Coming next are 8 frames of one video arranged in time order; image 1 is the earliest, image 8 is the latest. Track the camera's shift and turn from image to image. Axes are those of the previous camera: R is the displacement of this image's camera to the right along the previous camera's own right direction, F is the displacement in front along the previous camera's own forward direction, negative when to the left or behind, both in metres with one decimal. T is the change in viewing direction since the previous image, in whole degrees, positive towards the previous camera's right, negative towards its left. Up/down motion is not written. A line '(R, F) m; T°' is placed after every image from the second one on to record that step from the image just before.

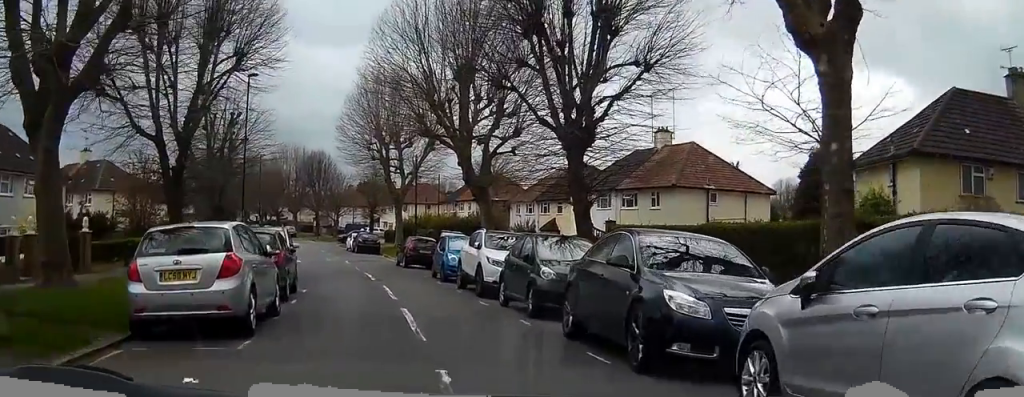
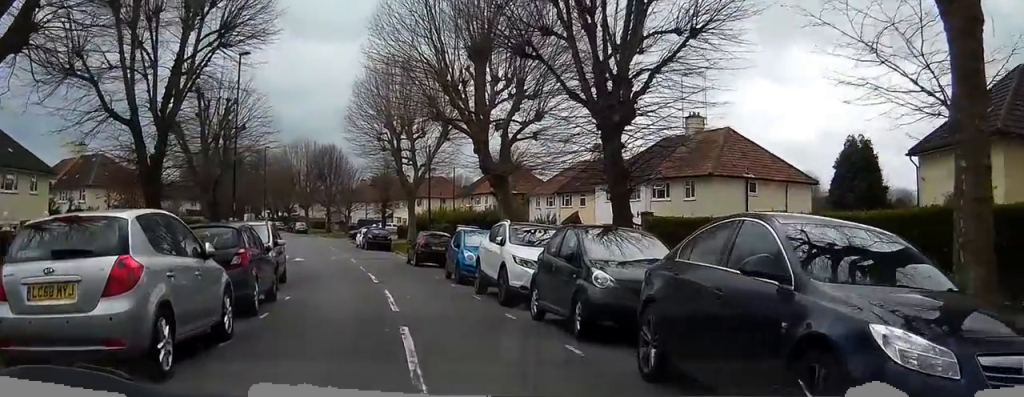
(0.0, +3.2) m; -6°
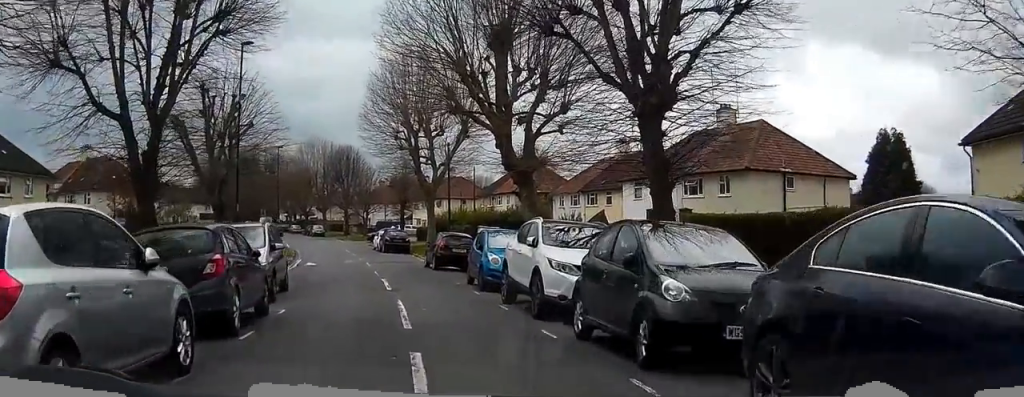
(0.0, +2.0) m; -3°
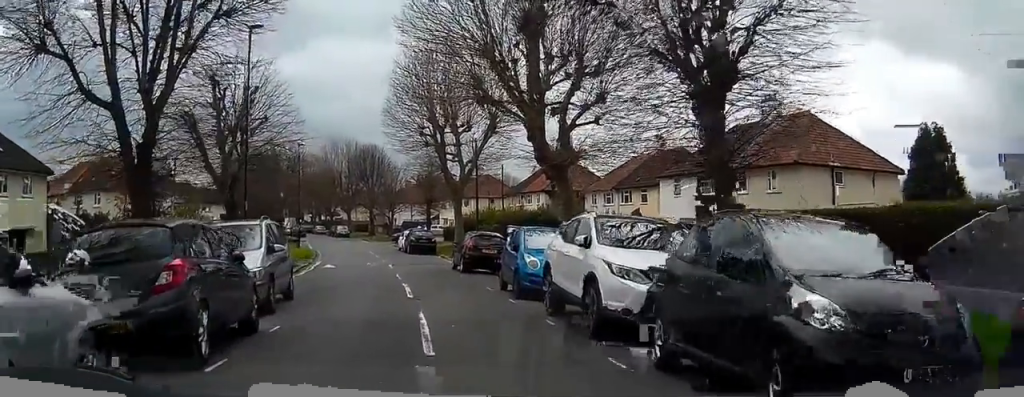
(-0.3, +2.4) m; -3°
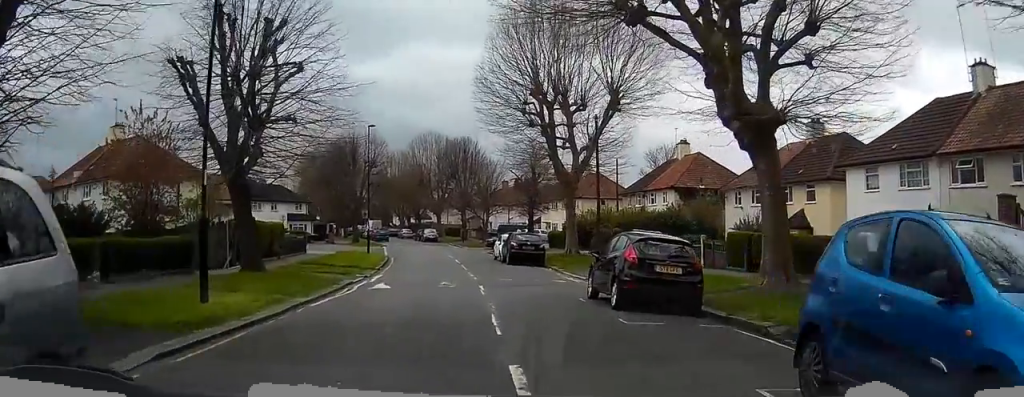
(-0.8, +11.4) m; -7°
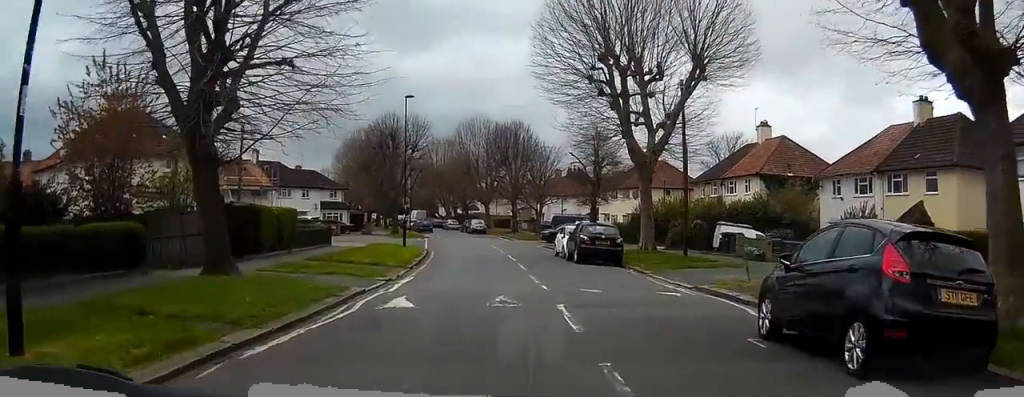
(-0.2, +7.7) m; -5°
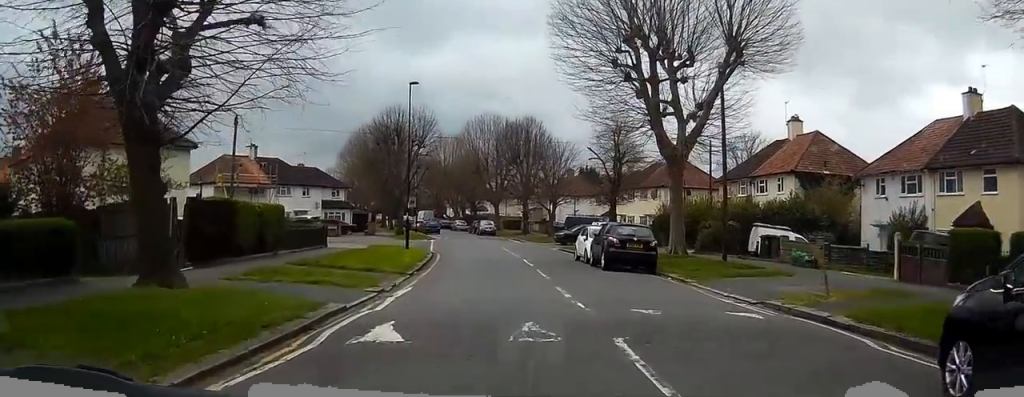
(-0.2, +3.8) m; -3°
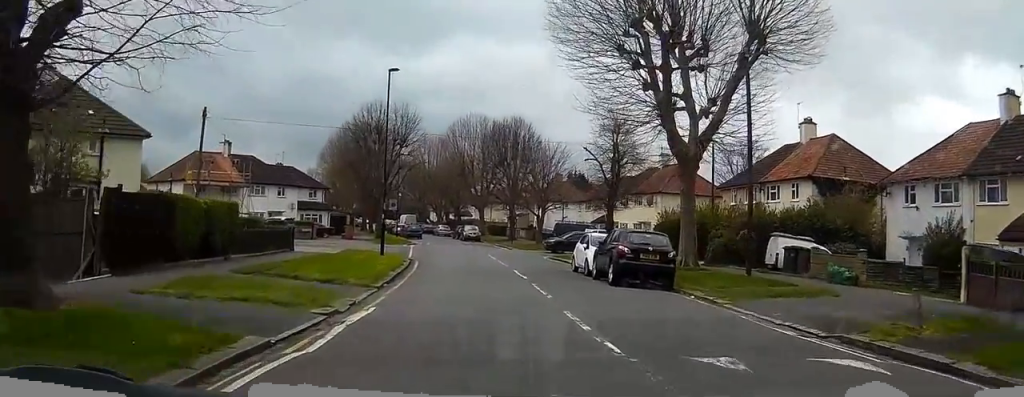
(-0.1, +4.1) m; -1°
